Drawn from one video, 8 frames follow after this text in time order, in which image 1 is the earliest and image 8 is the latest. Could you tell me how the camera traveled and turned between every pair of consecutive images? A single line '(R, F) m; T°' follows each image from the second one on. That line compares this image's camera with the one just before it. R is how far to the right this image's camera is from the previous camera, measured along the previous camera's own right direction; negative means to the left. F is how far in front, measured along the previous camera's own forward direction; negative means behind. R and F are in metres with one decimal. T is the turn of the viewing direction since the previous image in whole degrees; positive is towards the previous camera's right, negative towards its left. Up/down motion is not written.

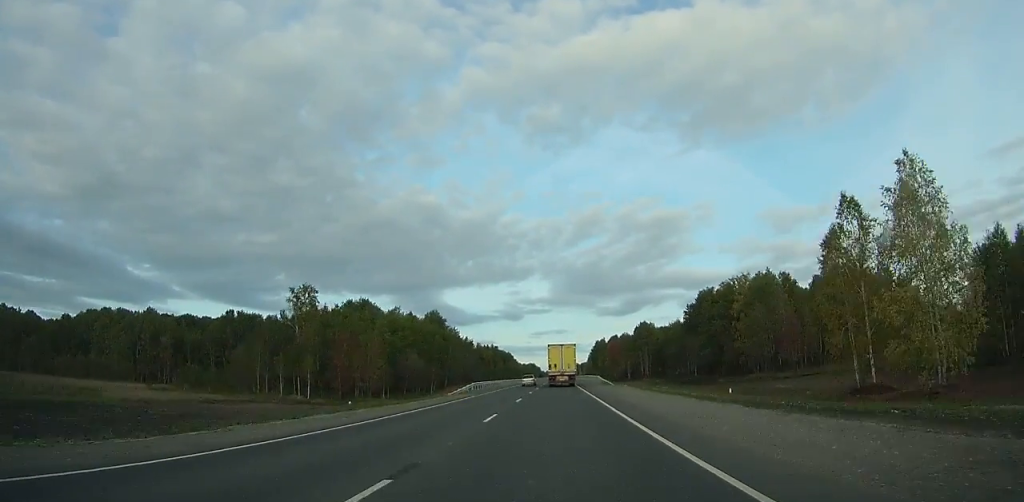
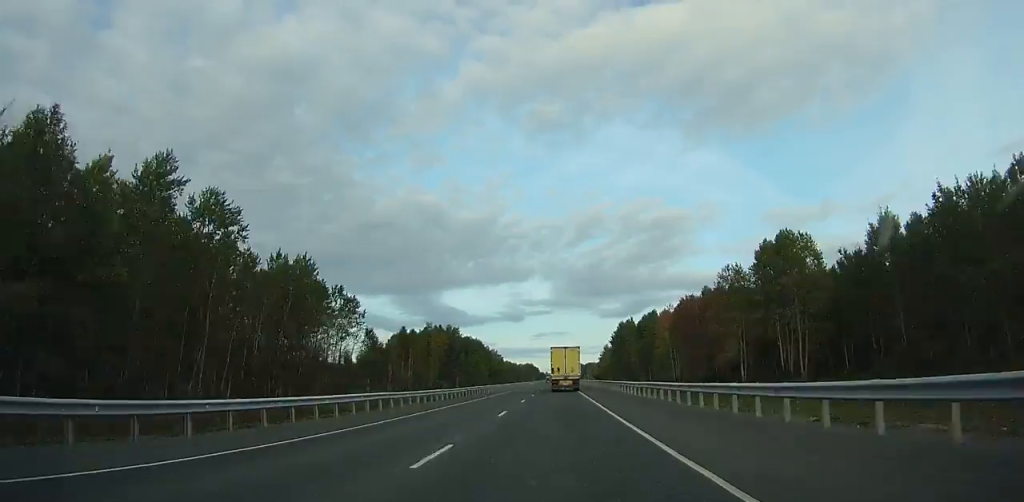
(-0.6, +127.7) m; 0°
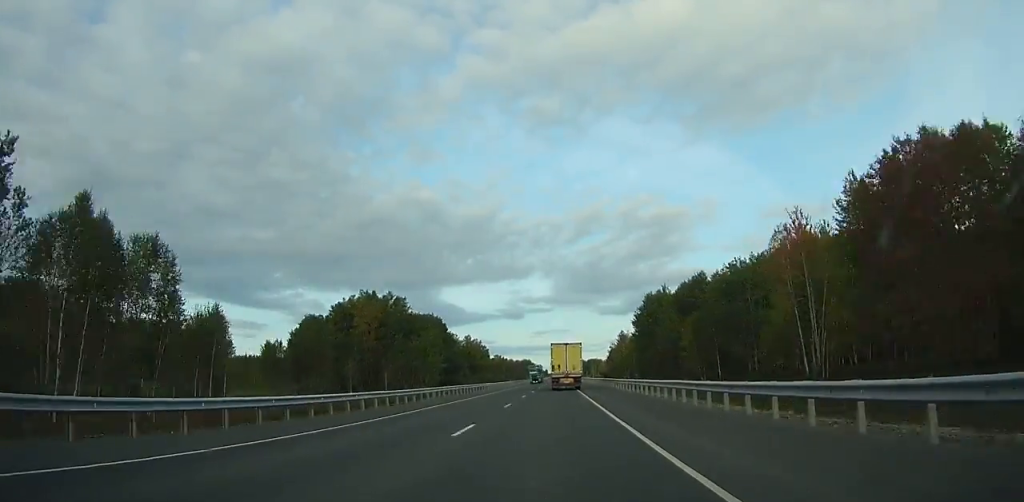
(-0.1, +68.2) m; 0°
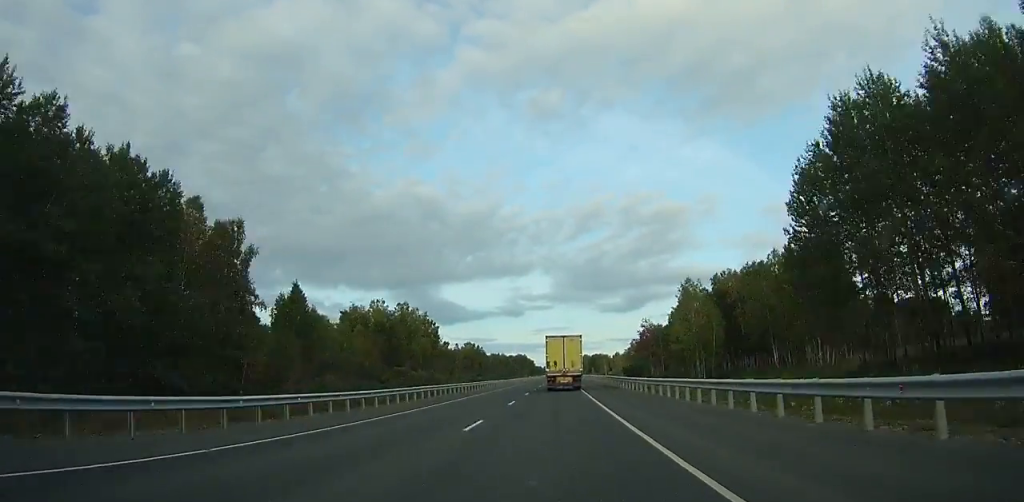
(-0.1, +107.0) m; 0°
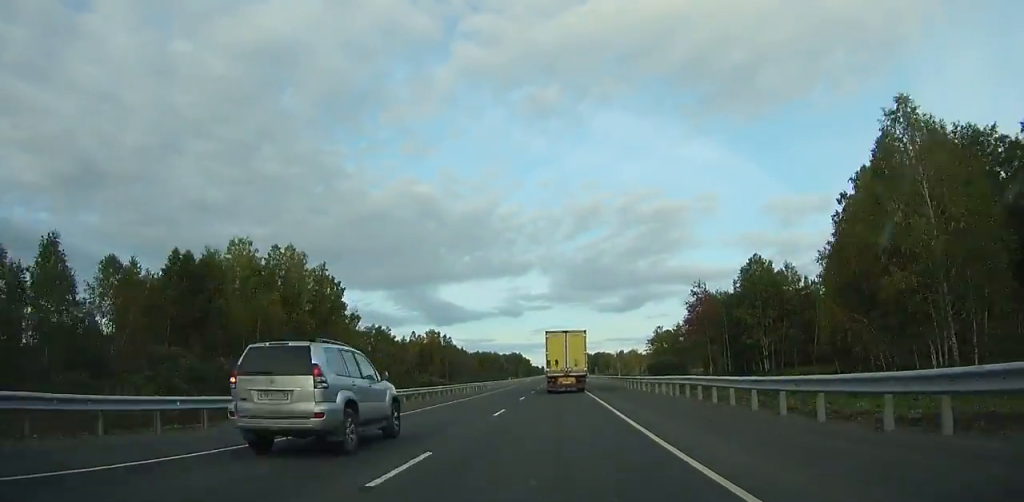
(+0.1, +67.9) m; 0°
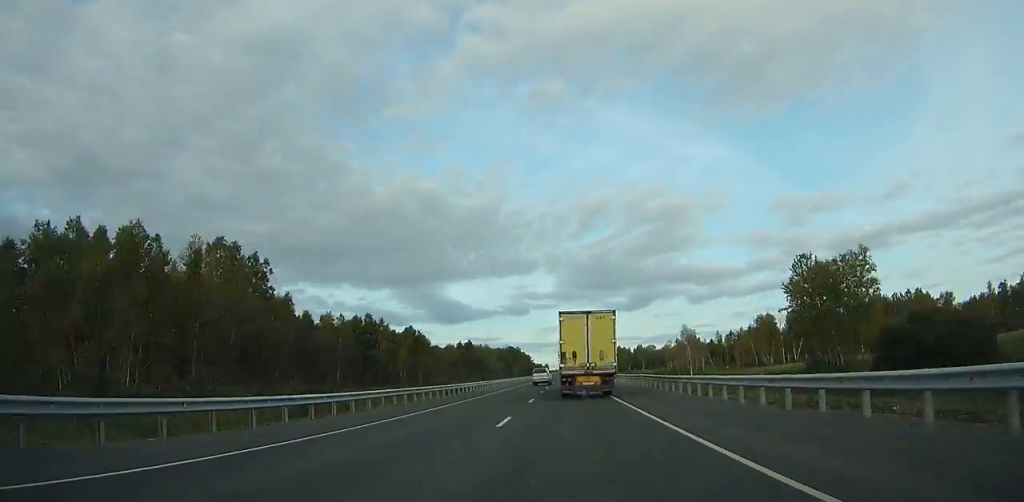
(+0.1, +107.9) m; 0°
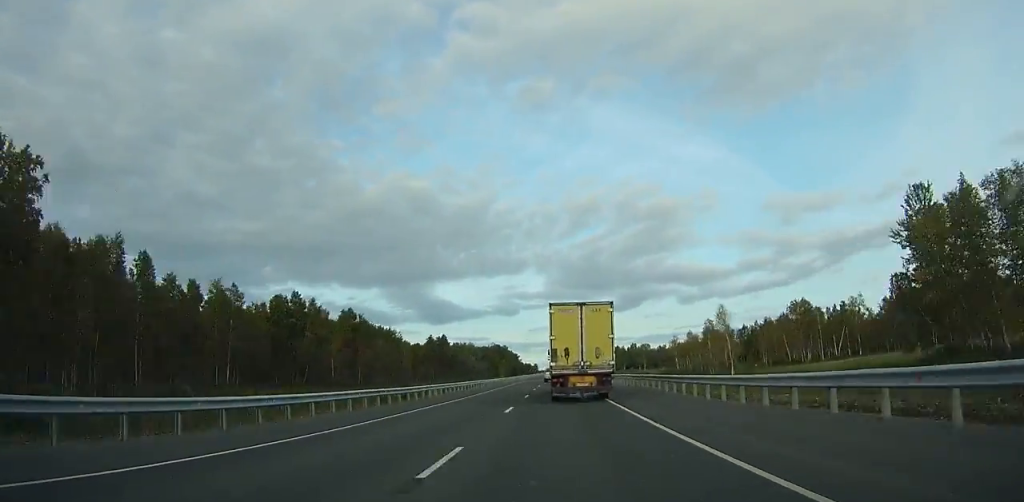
(0.0, +28.6) m; 0°
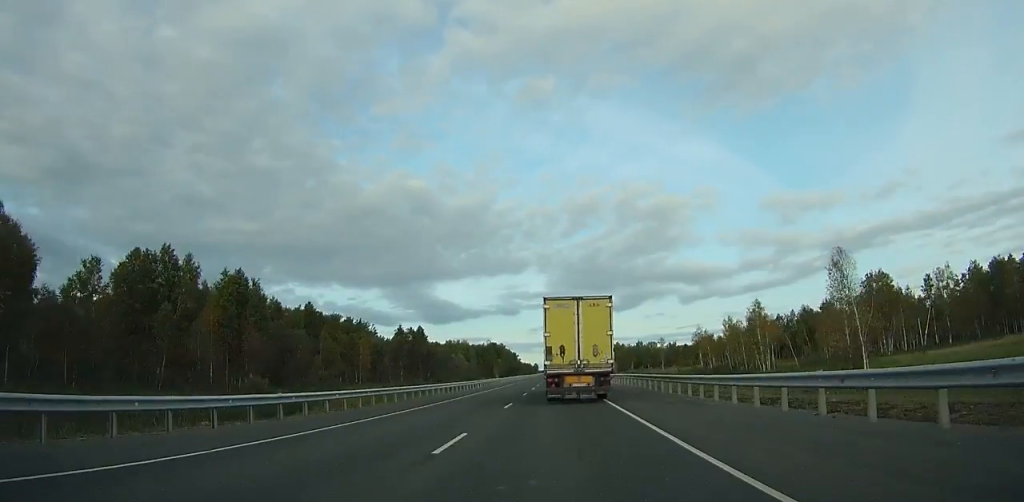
(0.0, +32.1) m; 0°
